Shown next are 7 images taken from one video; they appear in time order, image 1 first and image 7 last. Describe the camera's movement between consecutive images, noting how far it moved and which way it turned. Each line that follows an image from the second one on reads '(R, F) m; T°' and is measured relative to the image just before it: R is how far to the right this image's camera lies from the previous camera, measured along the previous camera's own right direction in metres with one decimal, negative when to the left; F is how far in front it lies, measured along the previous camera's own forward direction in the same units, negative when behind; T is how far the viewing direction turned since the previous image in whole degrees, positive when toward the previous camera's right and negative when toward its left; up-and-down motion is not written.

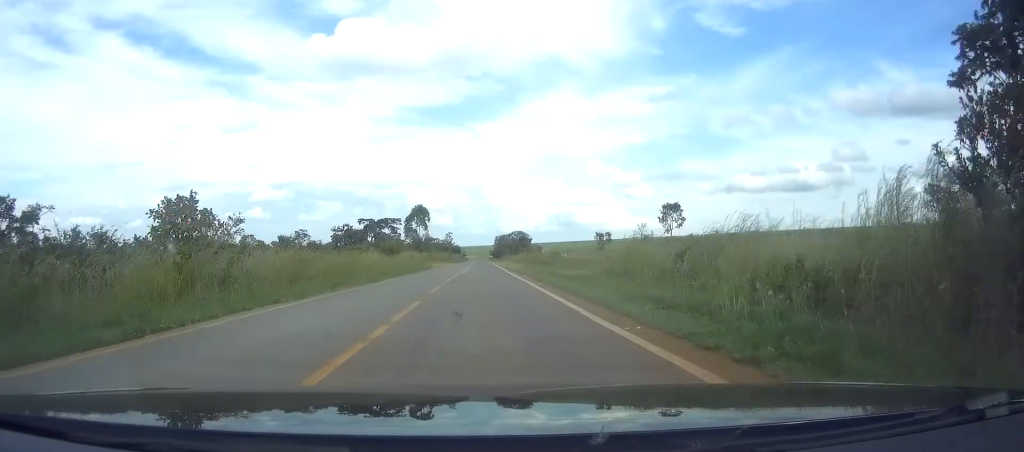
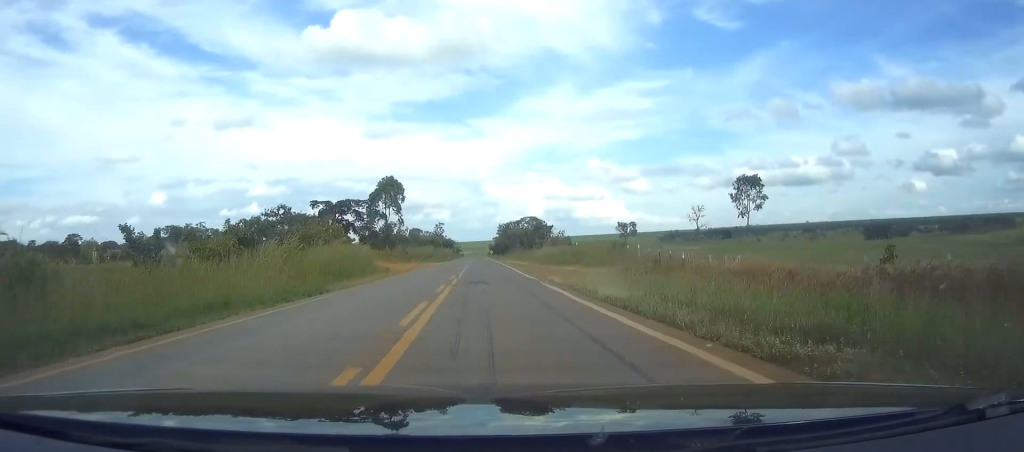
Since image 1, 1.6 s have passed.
(-0.2, +56.7) m; 0°
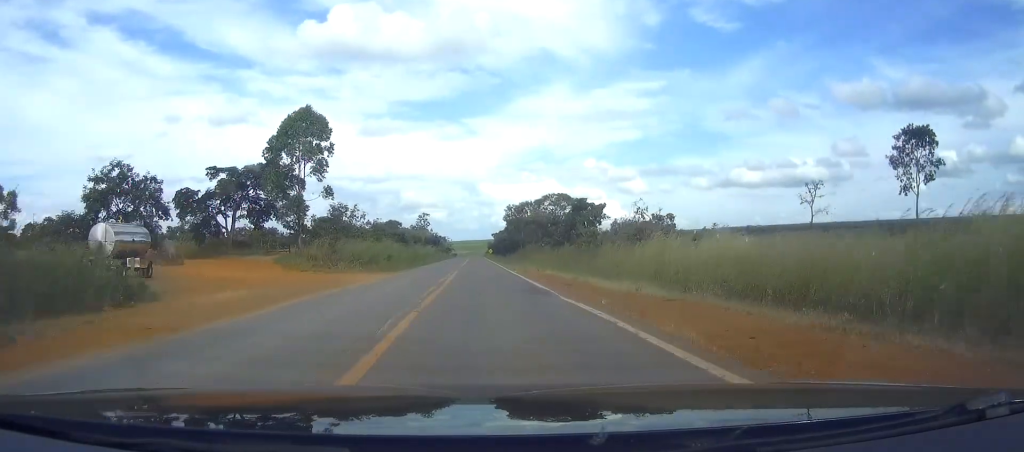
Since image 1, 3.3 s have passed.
(+0.6, +58.1) m; +1°
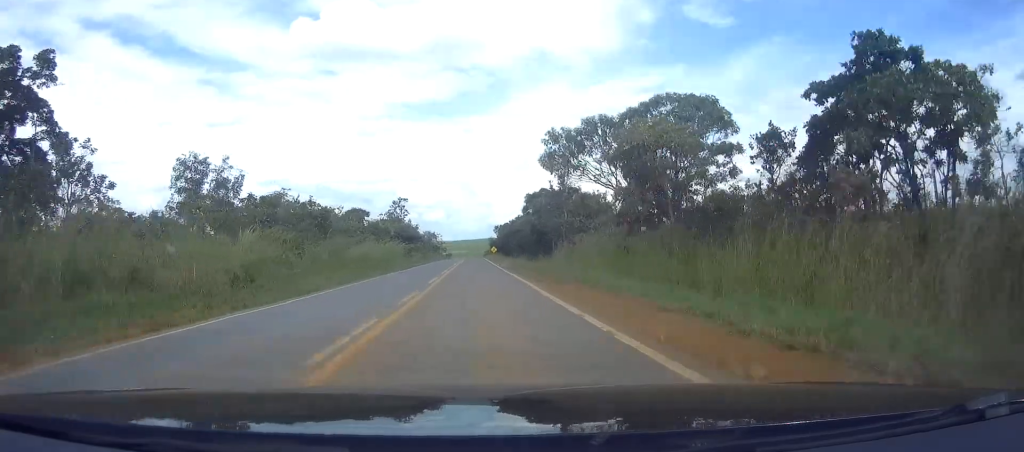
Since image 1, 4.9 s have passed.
(0.0, +56.9) m; 0°
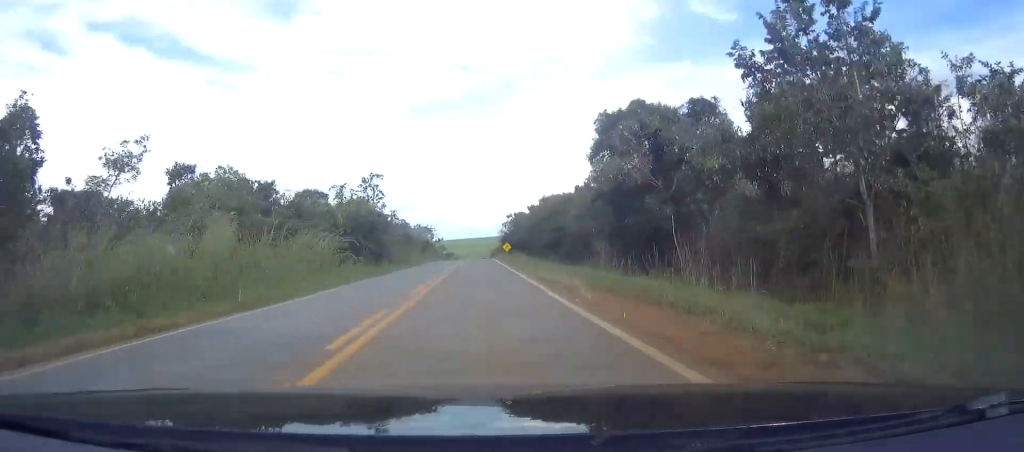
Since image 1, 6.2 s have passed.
(-0.1, +44.0) m; 0°
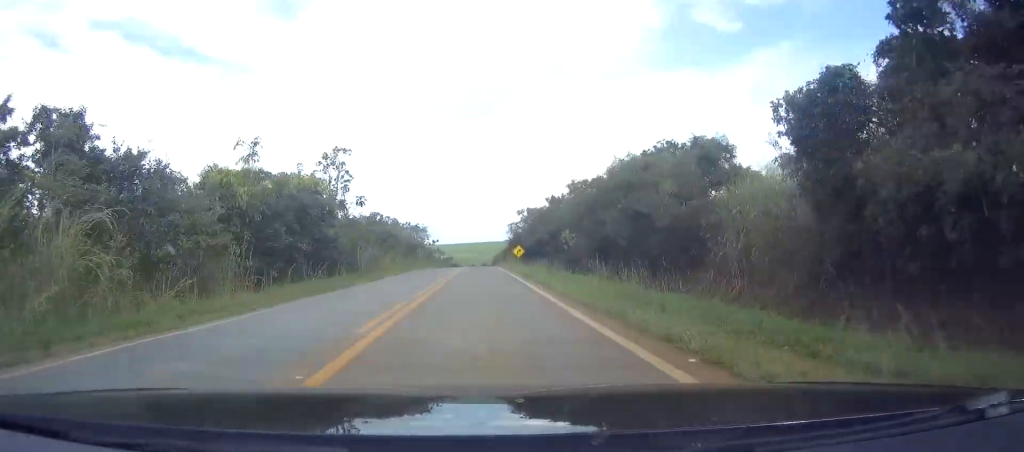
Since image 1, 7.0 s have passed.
(0.0, +27.5) m; 0°
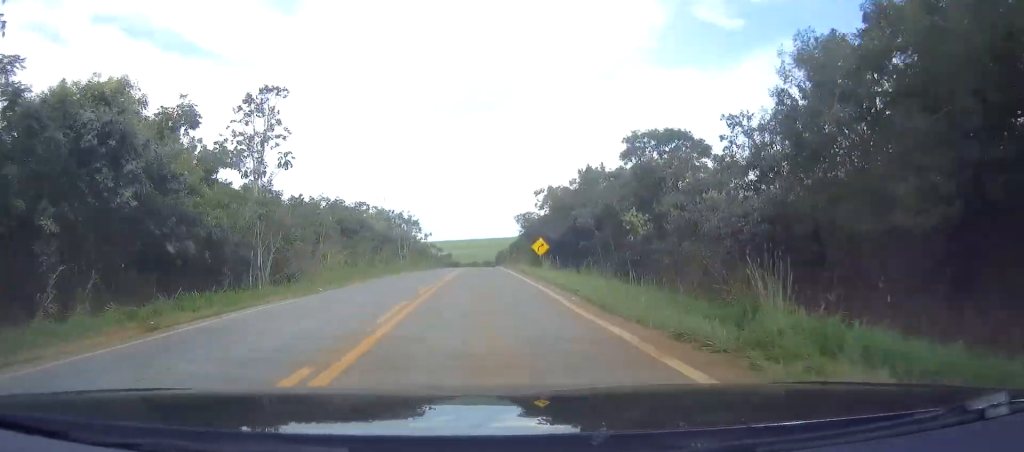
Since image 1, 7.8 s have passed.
(0.0, +26.1) m; 0°
